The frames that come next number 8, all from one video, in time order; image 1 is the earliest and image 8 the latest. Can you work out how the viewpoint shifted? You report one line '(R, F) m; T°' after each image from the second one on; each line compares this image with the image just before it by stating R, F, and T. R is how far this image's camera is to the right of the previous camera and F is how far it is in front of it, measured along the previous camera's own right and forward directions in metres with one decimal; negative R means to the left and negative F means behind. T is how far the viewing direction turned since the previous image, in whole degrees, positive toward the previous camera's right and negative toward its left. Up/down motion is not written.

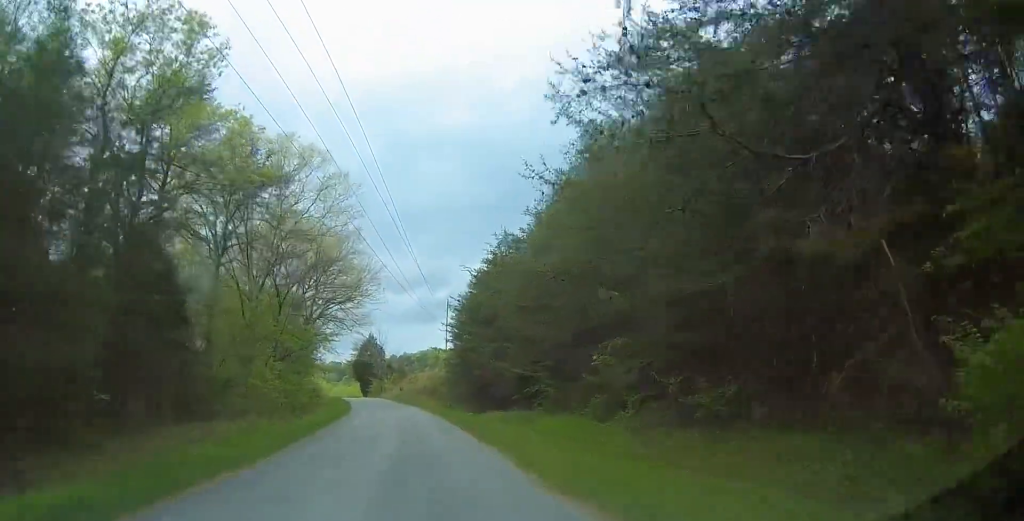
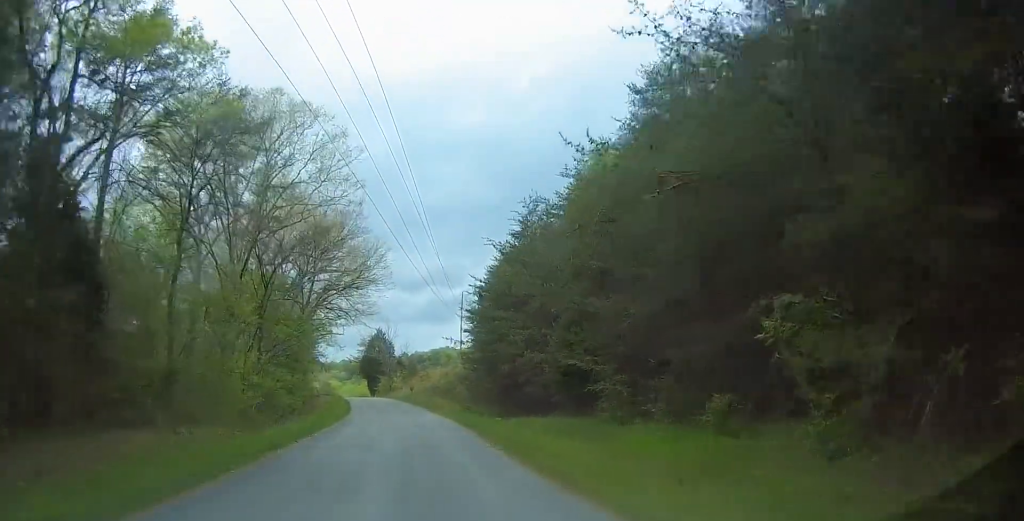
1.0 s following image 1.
(-0.4, +8.2) m; -3°
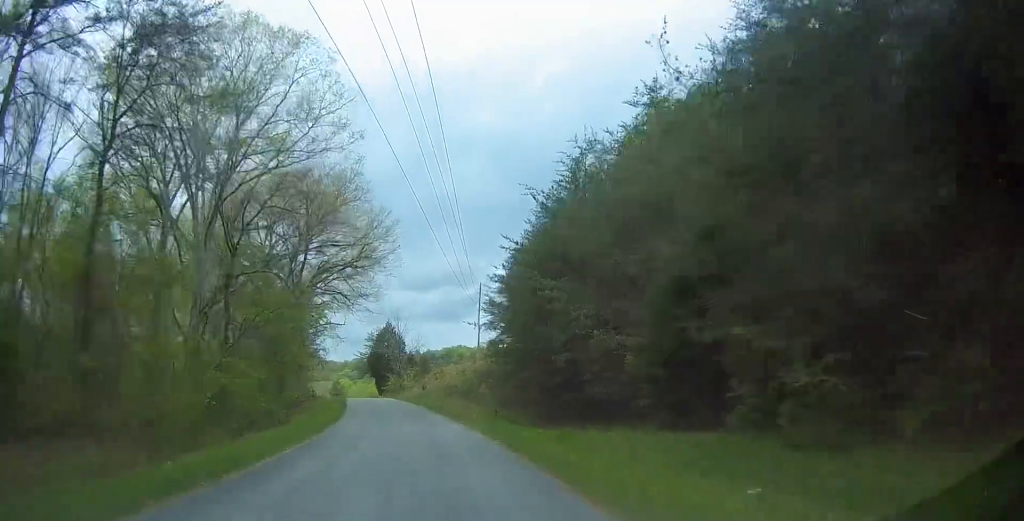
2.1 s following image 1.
(0.0, +9.6) m; +1°
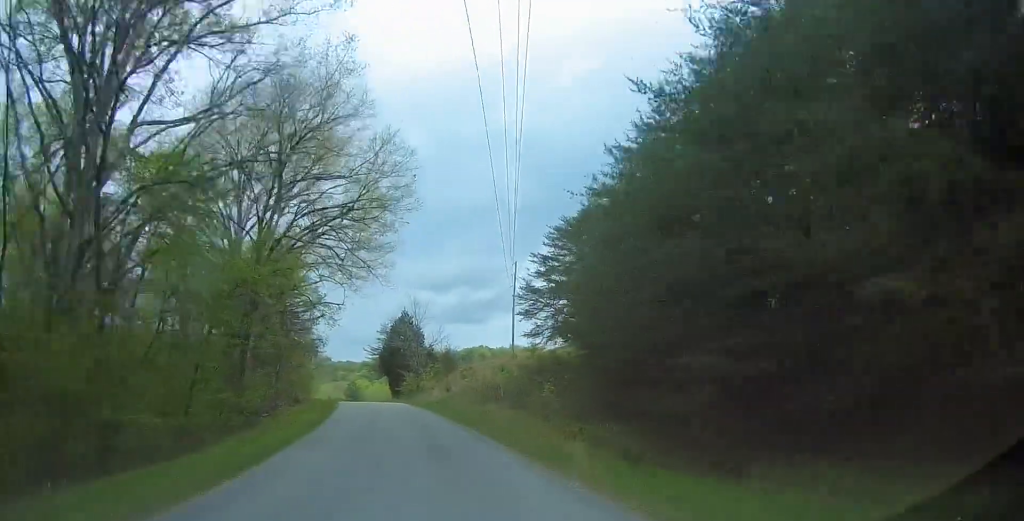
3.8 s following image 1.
(+0.8, +15.1) m; -1°
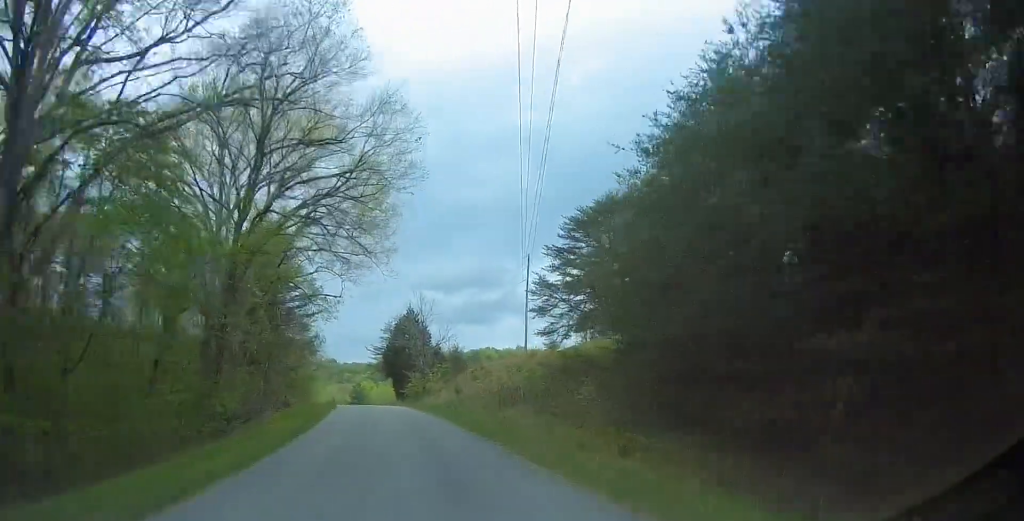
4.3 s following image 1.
(-0.6, +5.0) m; -2°
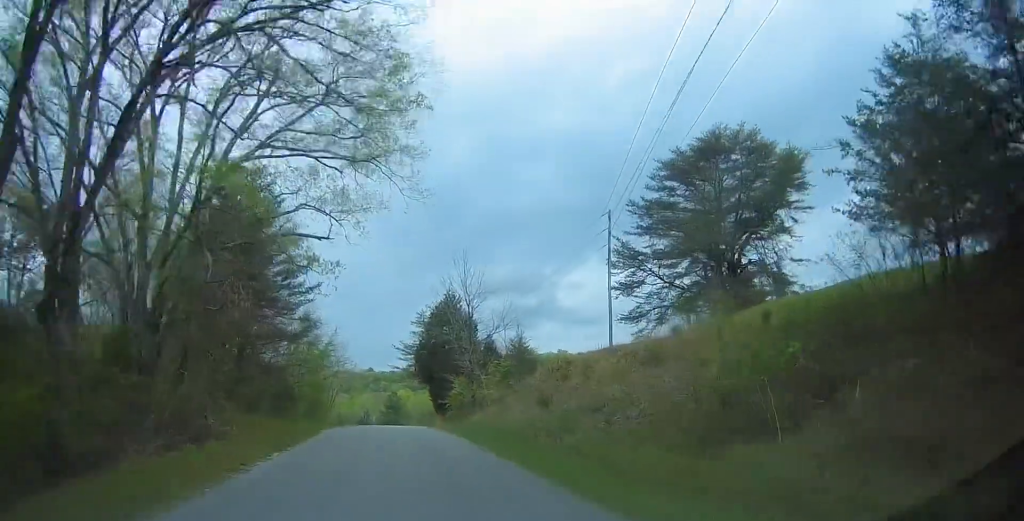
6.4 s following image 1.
(-0.5, +18.9) m; -5°
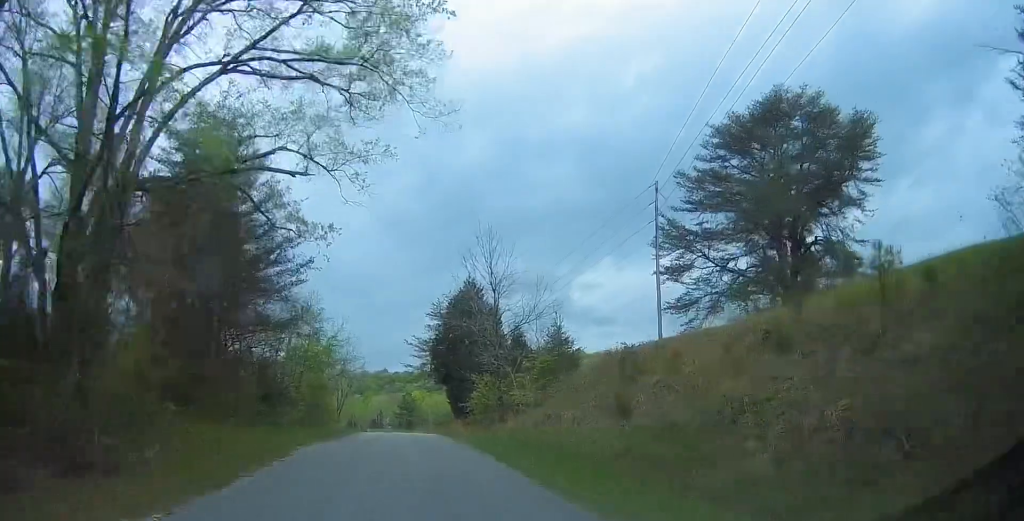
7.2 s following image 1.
(-0.3, +7.3) m; -3°
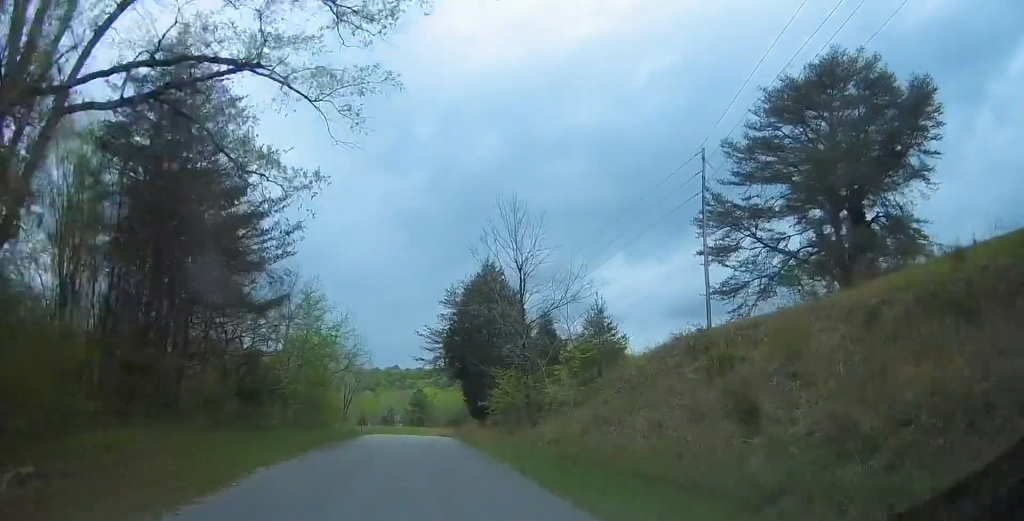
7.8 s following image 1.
(-0.4, +5.7) m; 0°
